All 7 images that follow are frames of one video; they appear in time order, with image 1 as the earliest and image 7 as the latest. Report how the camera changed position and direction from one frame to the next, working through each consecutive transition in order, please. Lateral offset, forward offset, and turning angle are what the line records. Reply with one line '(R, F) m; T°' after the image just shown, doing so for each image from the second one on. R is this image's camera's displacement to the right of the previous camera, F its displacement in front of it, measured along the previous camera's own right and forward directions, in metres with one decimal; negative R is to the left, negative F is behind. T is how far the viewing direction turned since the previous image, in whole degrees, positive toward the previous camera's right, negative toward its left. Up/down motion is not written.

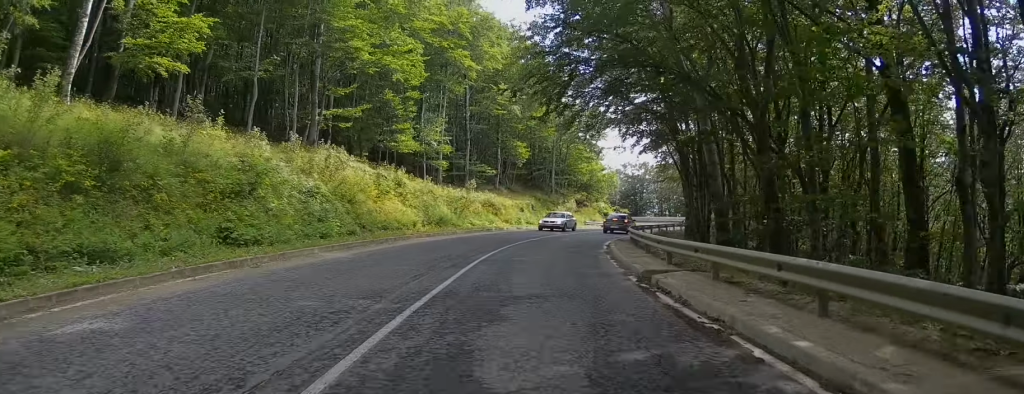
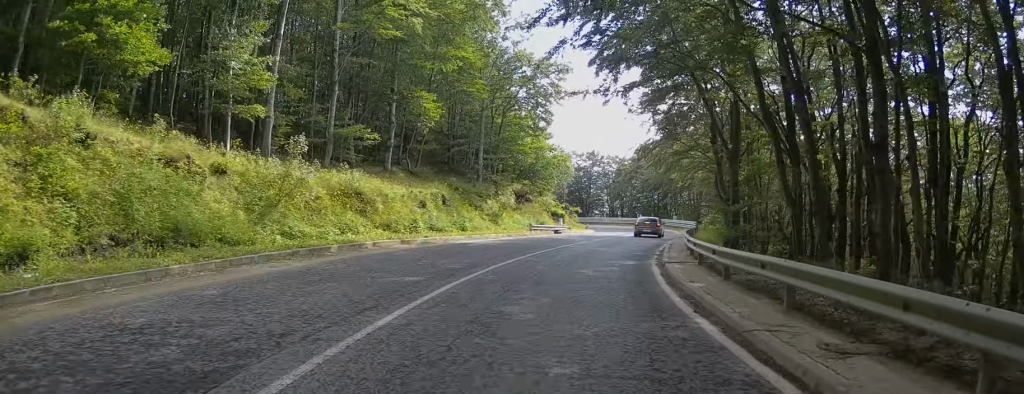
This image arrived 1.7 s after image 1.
(+2.3, +20.9) m; +15°
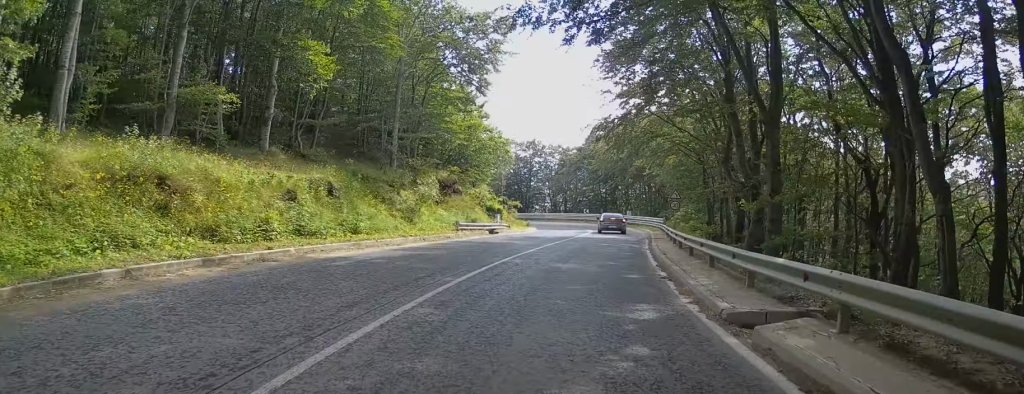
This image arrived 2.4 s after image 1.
(+0.6, +8.6) m; +5°
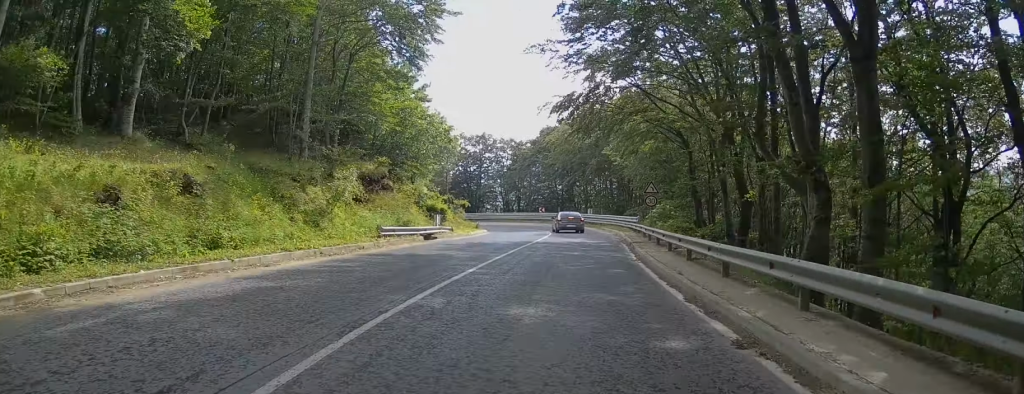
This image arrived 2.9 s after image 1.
(+0.4, +6.2) m; +2°
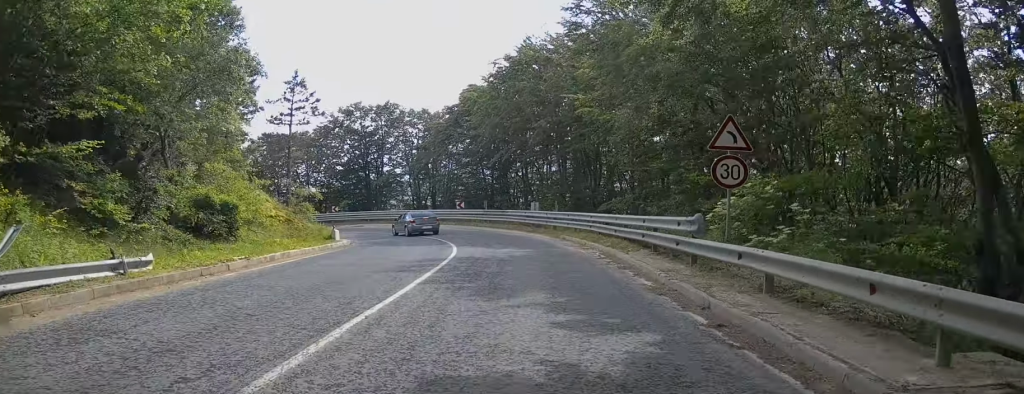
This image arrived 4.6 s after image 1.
(-0.4, +21.6) m; -4°
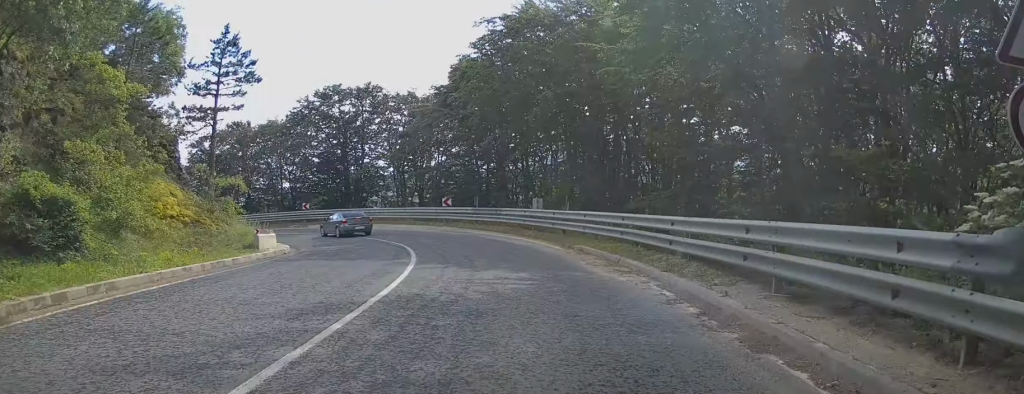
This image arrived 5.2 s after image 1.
(-0.1, +7.9) m; -3°
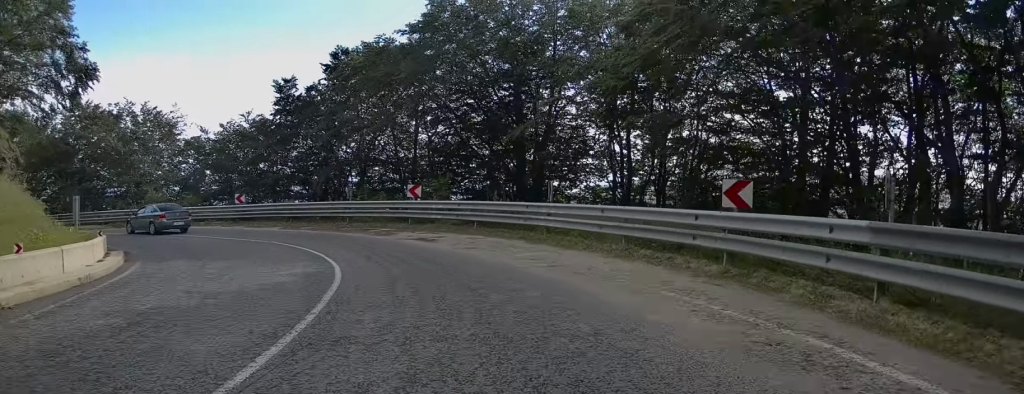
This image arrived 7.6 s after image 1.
(-4.0, +27.8) m; -22°
